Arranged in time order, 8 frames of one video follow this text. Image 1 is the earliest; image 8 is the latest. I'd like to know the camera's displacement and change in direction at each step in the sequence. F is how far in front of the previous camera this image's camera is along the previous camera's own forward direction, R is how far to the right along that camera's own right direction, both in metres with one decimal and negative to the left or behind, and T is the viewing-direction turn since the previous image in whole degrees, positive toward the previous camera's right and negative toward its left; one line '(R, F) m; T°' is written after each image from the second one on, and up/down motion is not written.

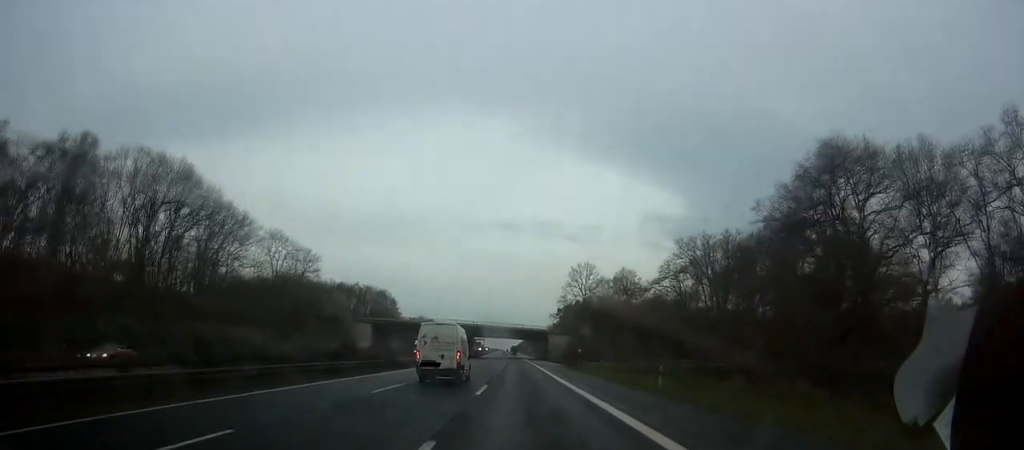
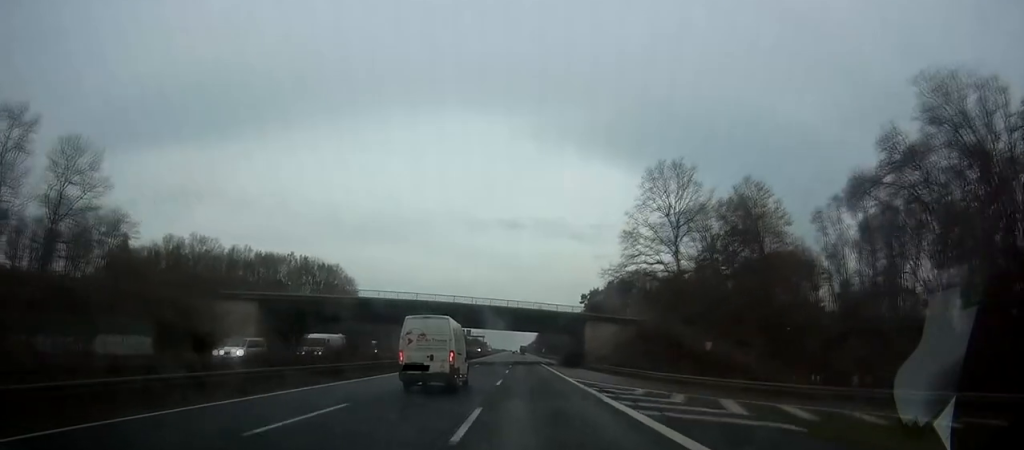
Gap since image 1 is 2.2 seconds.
(-0.8, +64.8) m; -1°
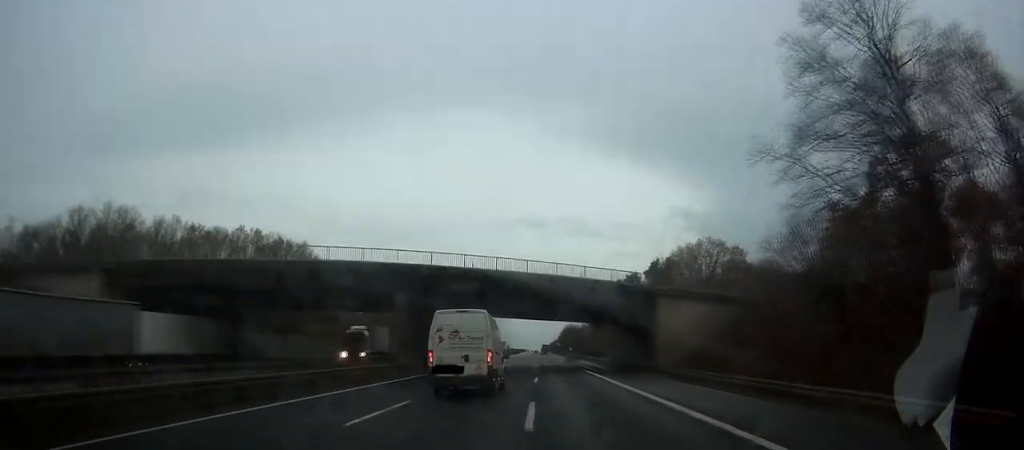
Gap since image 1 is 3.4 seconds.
(-0.4, +34.1) m; -1°
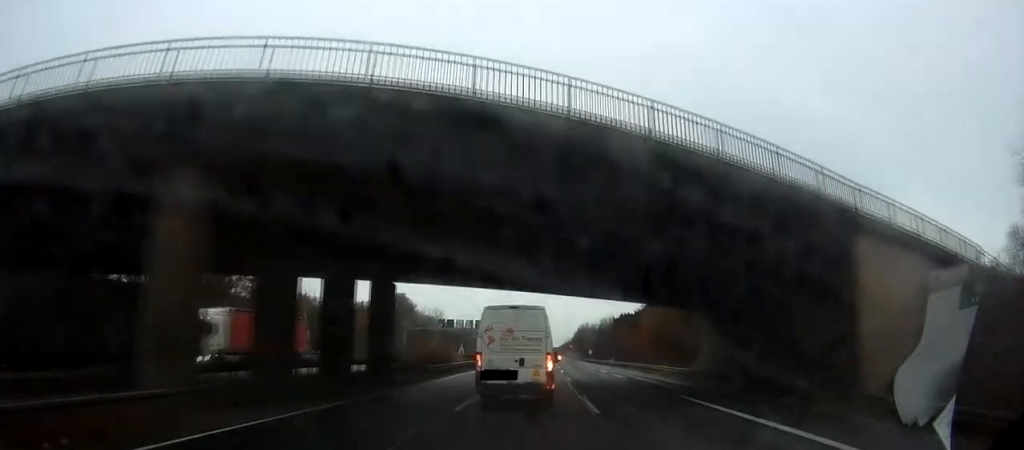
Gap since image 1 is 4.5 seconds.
(-0.3, +31.1) m; 0°
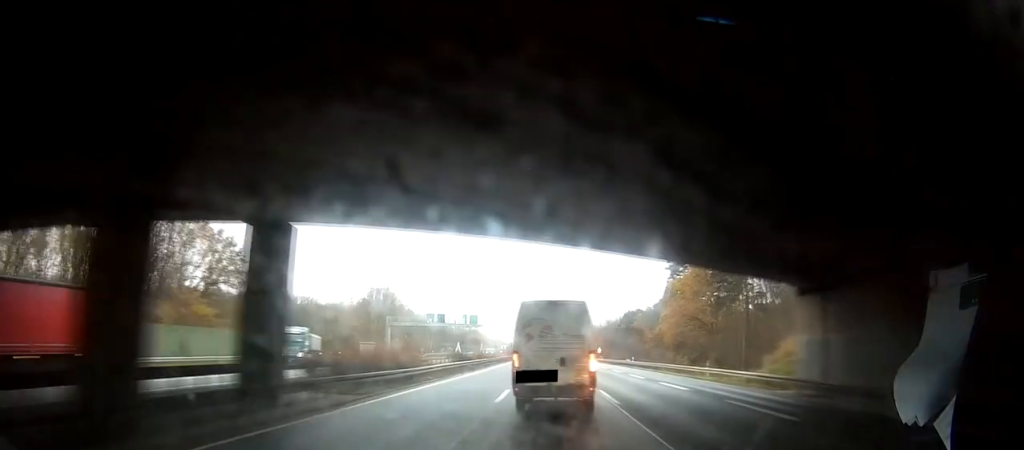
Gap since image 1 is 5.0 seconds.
(+0.1, +15.5) m; 0°
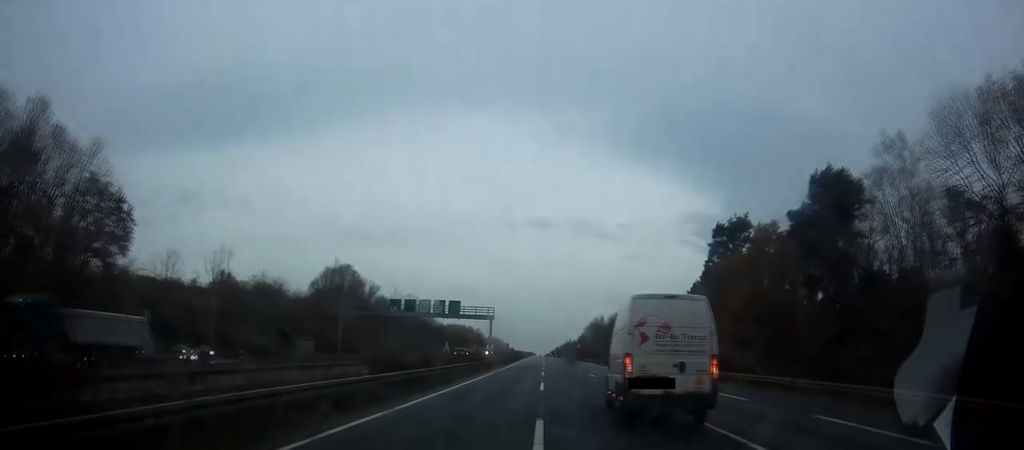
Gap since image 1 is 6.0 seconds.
(-0.1, +27.9) m; -1°
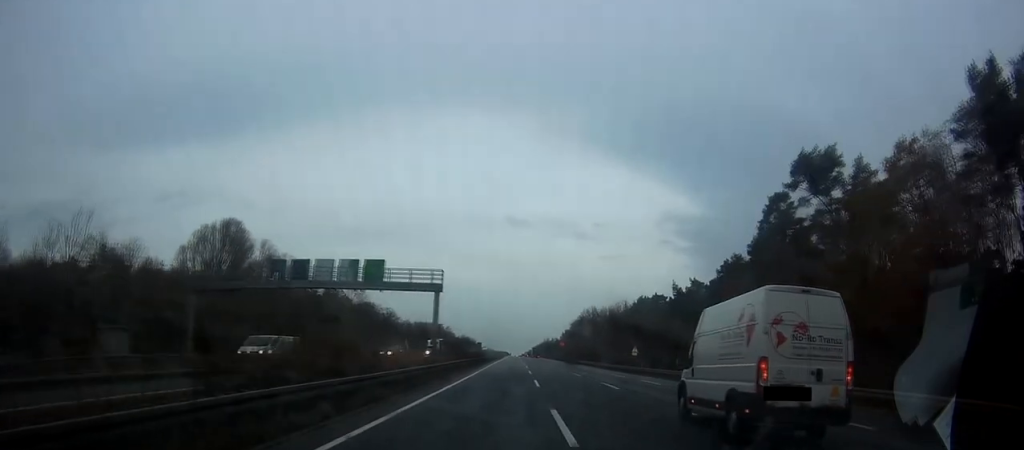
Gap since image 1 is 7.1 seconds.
(-0.2, +32.9) m; 0°
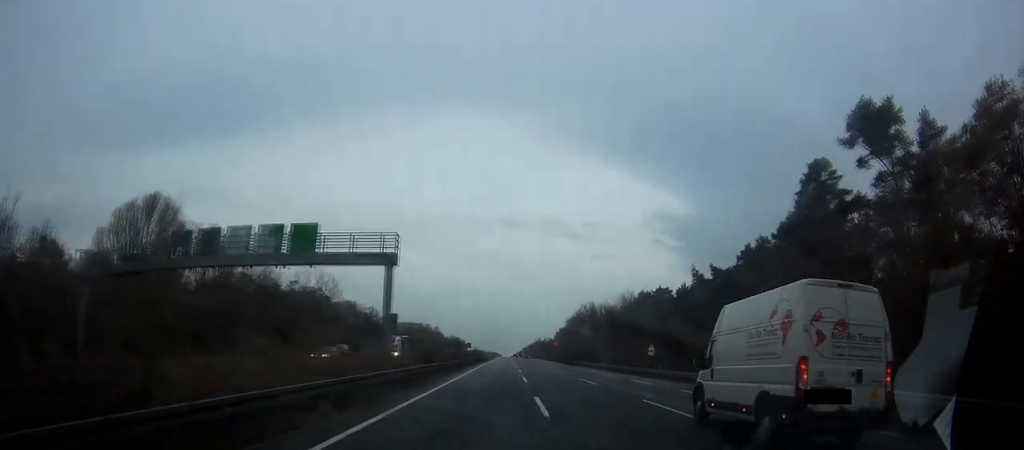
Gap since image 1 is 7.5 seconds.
(+0.1, +13.1) m; 0°
